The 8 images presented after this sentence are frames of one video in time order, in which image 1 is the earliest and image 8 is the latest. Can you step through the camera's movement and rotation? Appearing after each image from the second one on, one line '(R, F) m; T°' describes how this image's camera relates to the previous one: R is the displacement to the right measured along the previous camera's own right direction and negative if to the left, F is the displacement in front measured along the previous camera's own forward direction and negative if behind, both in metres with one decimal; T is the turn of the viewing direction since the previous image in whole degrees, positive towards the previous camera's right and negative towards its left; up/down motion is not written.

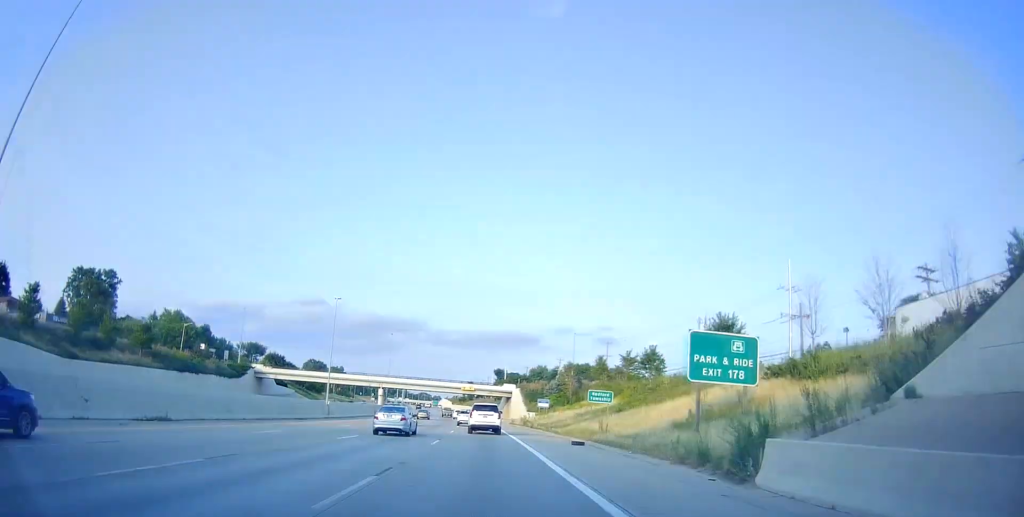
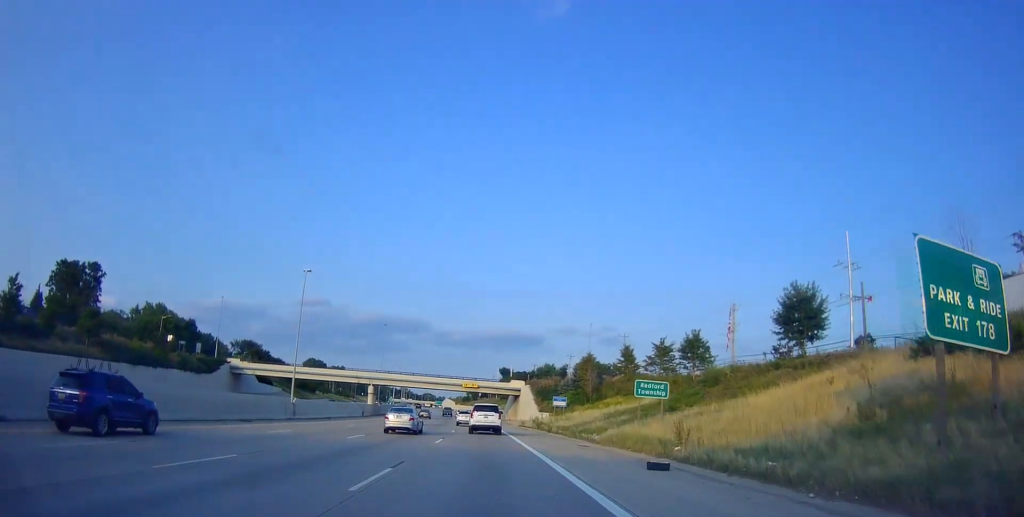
(-0.1, +13.6) m; -1°
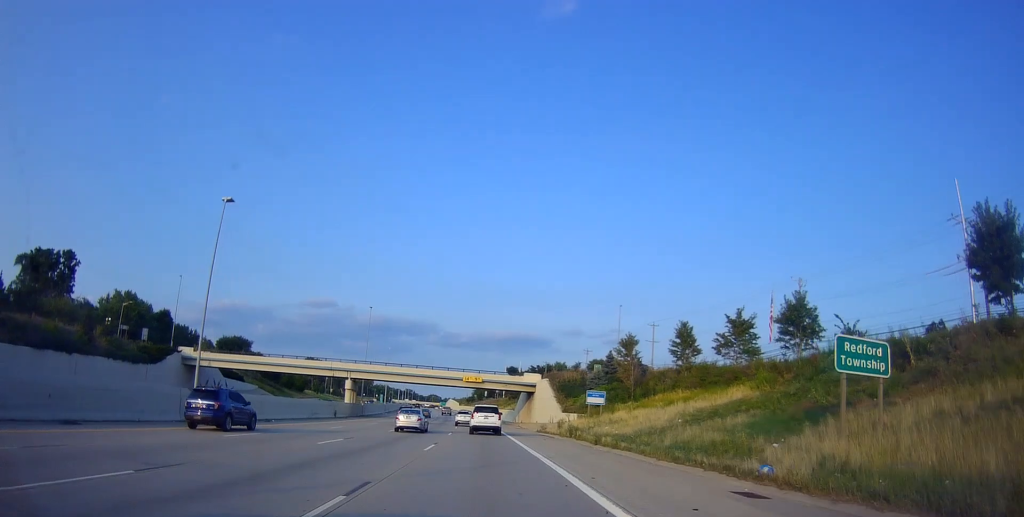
(-0.6, +19.7) m; -2°
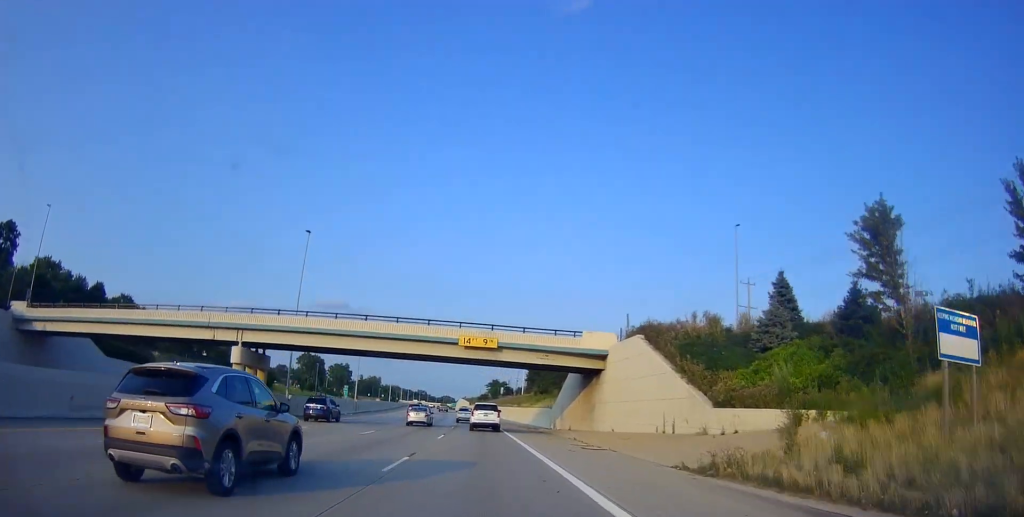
(0.0, +39.4) m; -1°
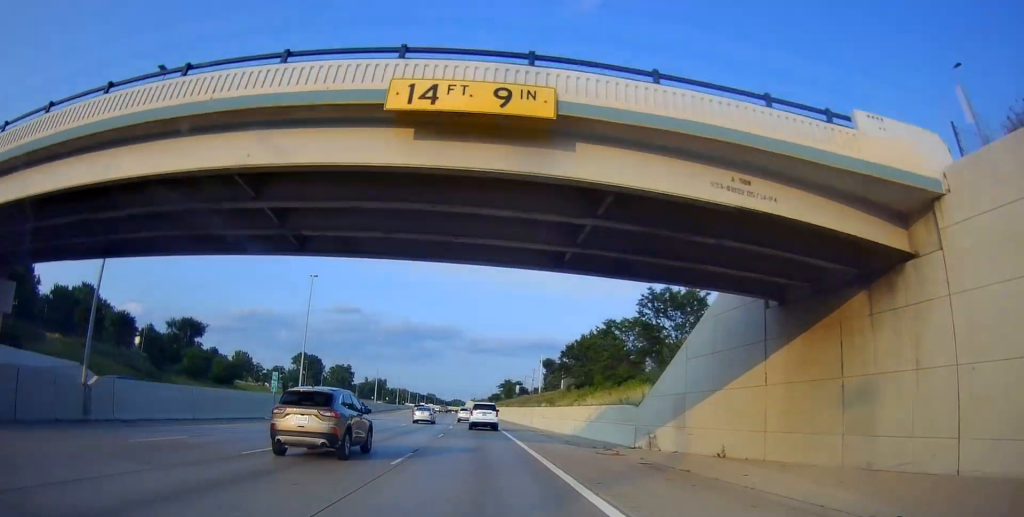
(-0.4, +29.9) m; 0°
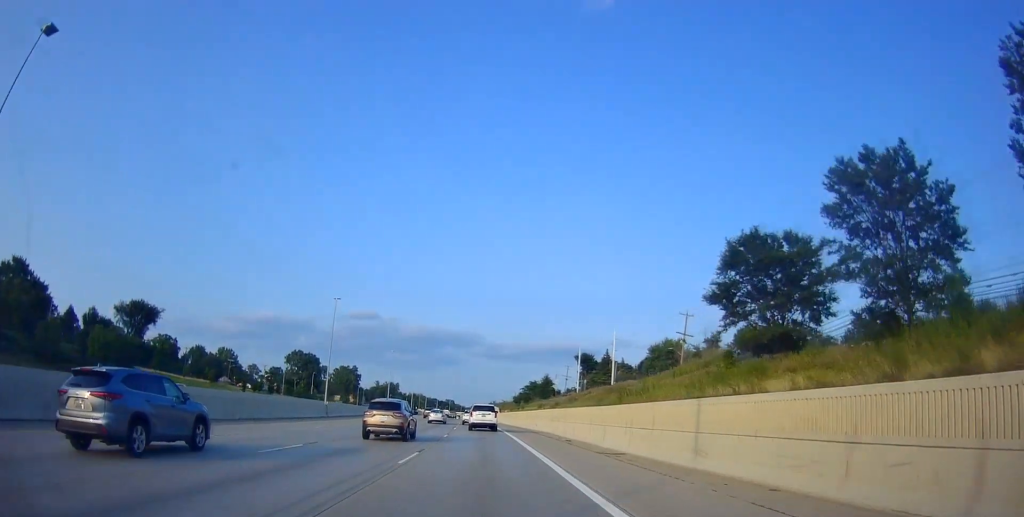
(+0.1, +44.5) m; -1°
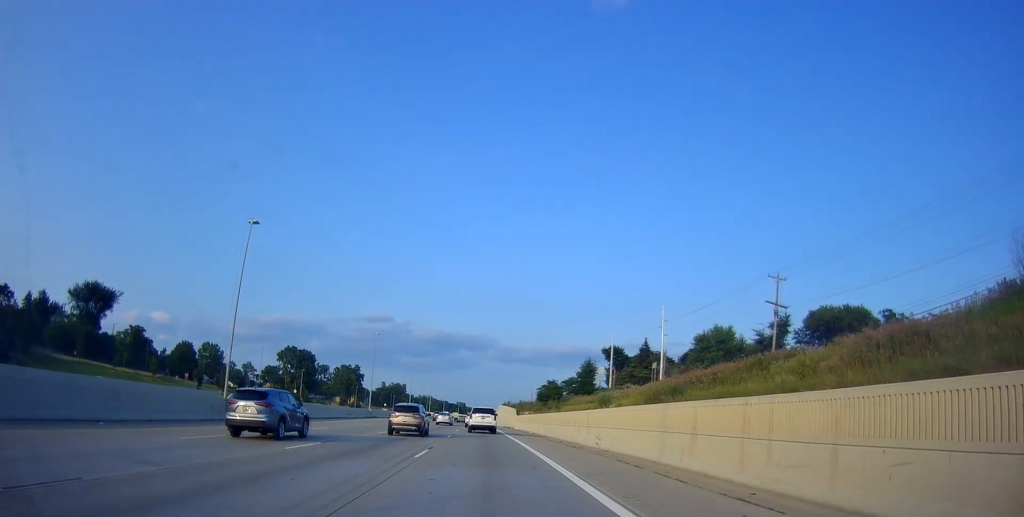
(-0.7, +28.5) m; -2°
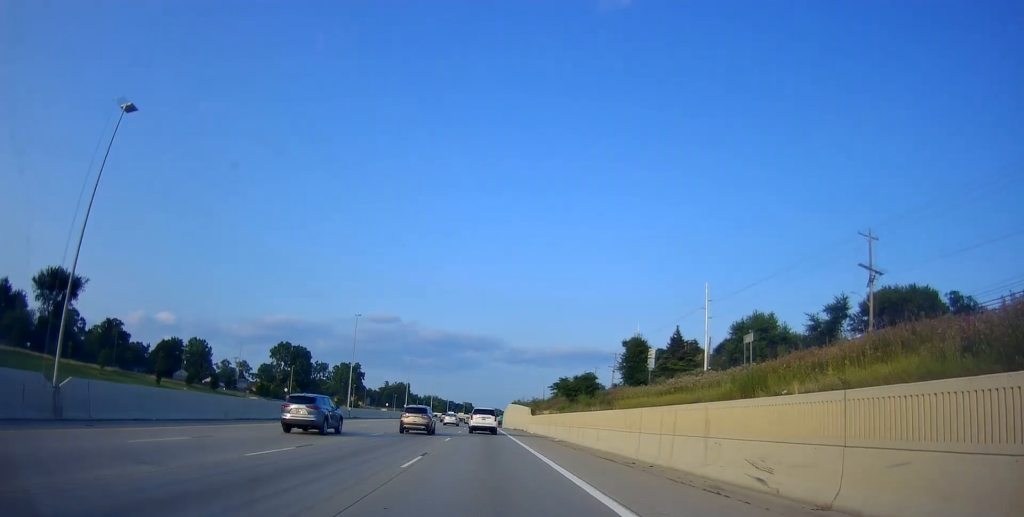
(-0.2, +18.2) m; -1°
